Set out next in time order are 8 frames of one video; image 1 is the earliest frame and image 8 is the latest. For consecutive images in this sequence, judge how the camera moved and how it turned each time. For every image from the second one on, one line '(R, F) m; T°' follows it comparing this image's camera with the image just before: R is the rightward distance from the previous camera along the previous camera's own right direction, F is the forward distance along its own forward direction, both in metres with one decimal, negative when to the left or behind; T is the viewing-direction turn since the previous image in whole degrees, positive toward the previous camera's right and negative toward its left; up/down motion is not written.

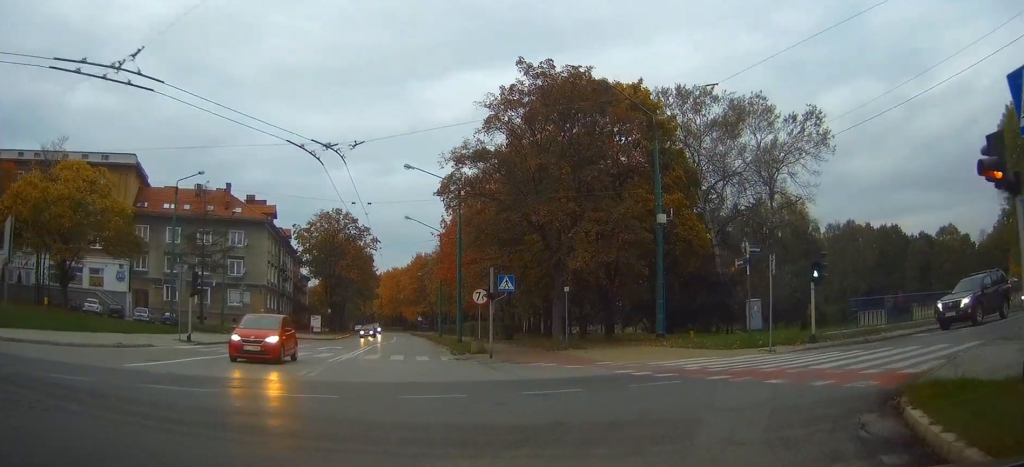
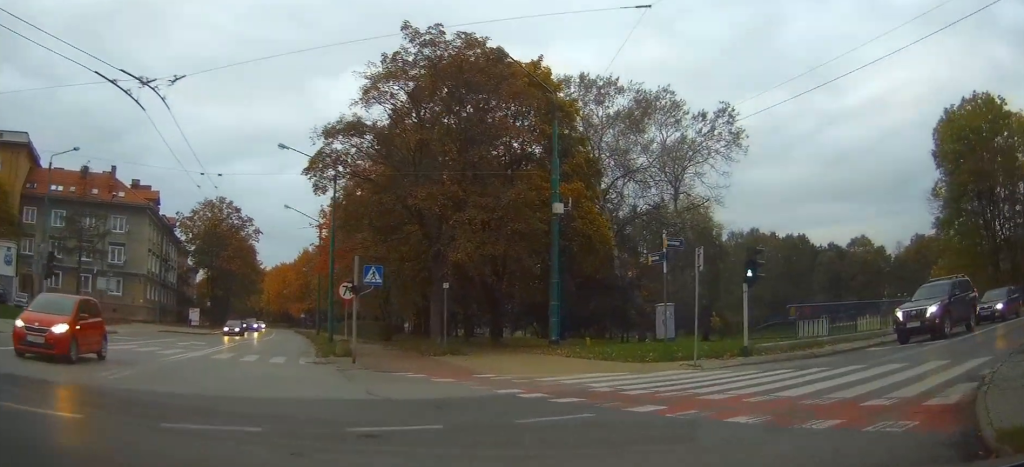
(+0.2, +4.0) m; +10°
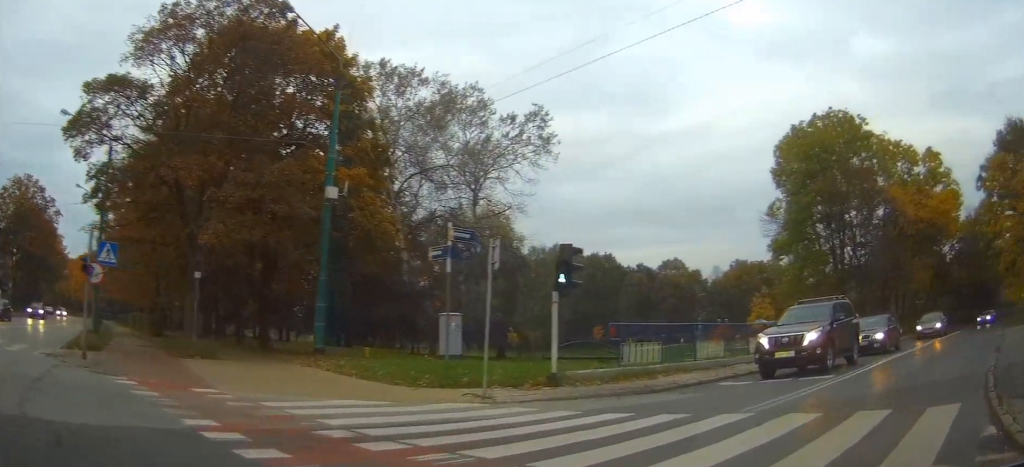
(+0.6, +4.3) m; +12°
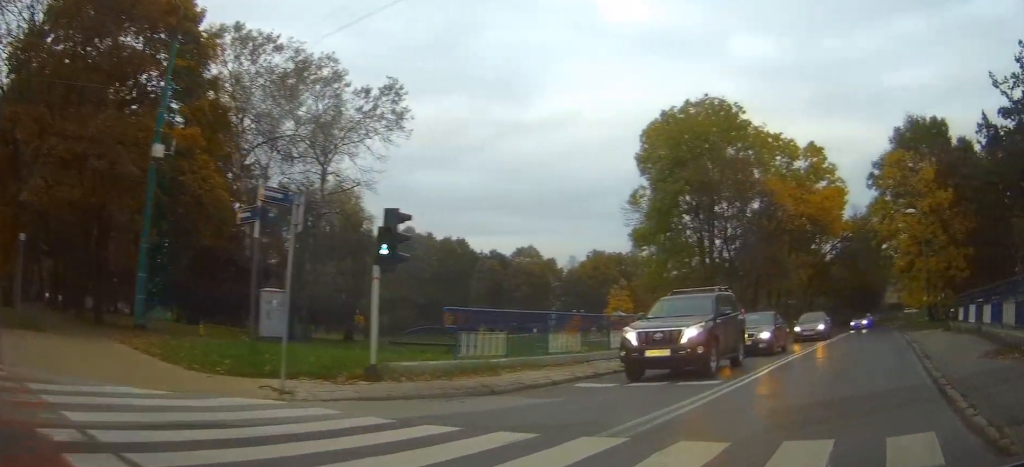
(+0.1, +2.5) m; +9°
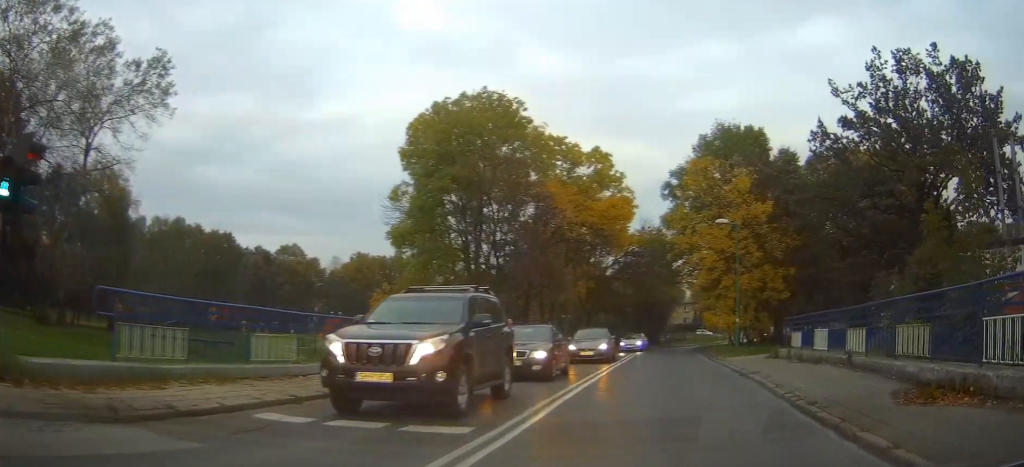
(+0.1, +4.4) m; +17°
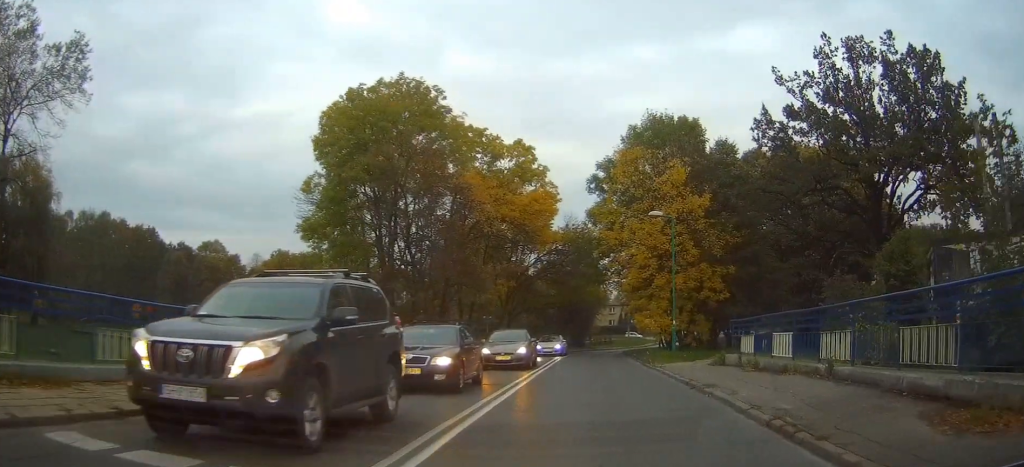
(+0.6, +2.9) m; +8°
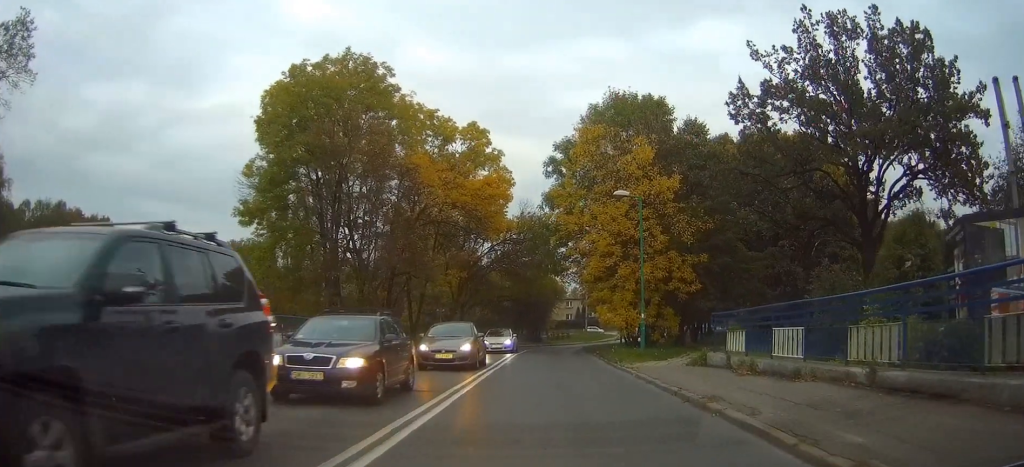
(+0.2, +2.9) m; +8°
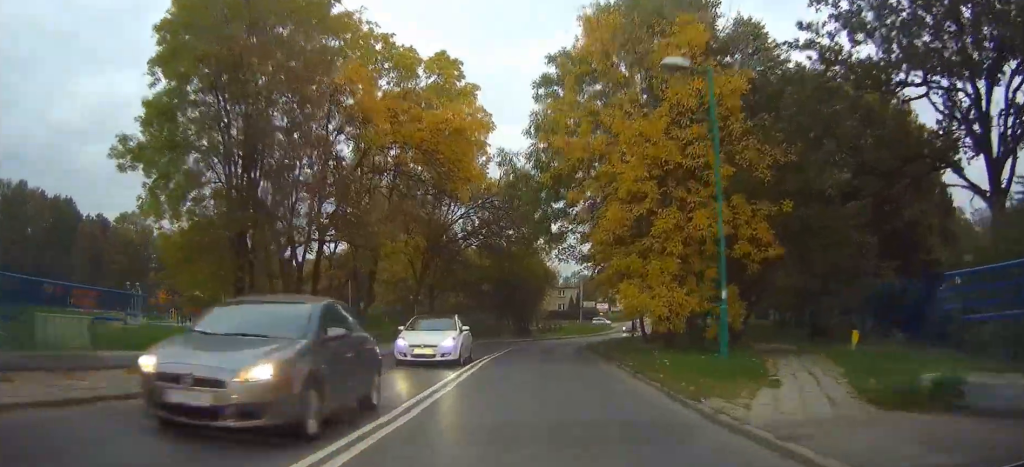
(+0.7, +11.7) m; +3°
